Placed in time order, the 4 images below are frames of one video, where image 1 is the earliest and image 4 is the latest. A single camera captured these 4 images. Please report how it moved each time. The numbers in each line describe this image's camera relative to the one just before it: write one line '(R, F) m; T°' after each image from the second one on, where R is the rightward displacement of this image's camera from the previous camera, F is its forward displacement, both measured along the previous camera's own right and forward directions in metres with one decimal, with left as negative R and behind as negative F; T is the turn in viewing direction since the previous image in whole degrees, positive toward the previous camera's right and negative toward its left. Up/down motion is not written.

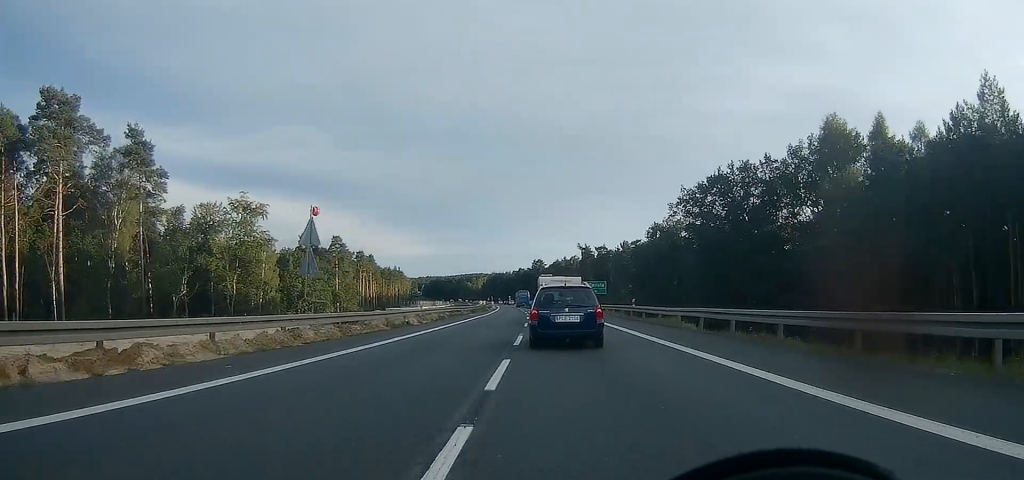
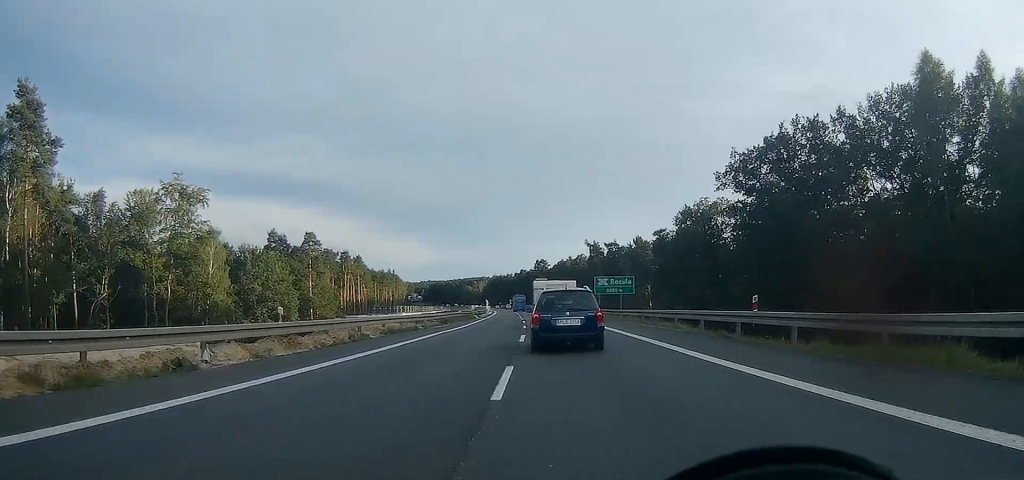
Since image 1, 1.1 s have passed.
(-0.1, +20.1) m; -1°
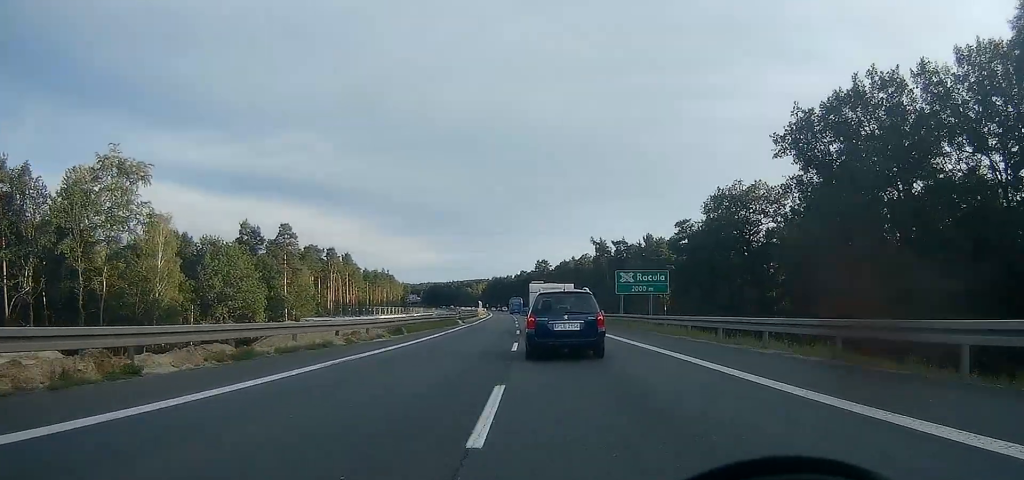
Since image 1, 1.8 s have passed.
(0.0, +13.8) m; 0°
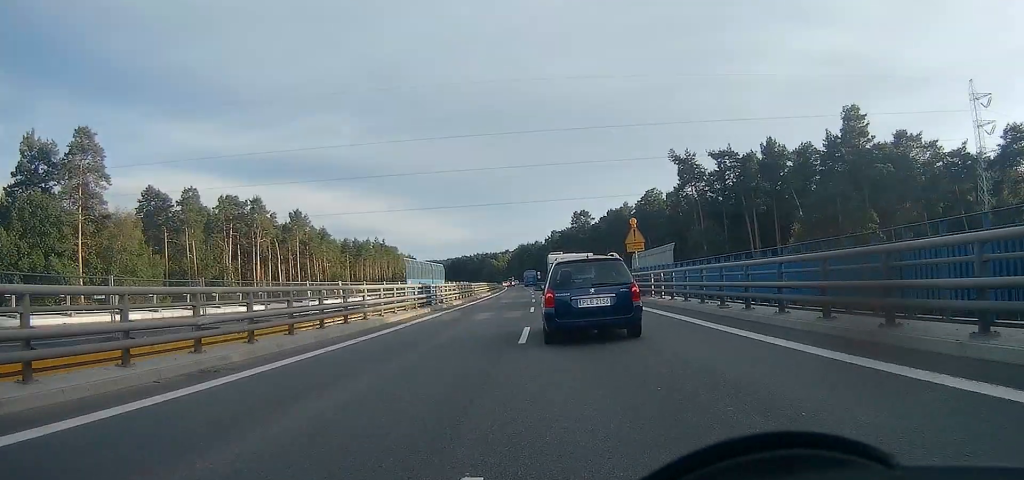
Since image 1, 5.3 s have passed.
(-1.4, +68.3) m; -2°
